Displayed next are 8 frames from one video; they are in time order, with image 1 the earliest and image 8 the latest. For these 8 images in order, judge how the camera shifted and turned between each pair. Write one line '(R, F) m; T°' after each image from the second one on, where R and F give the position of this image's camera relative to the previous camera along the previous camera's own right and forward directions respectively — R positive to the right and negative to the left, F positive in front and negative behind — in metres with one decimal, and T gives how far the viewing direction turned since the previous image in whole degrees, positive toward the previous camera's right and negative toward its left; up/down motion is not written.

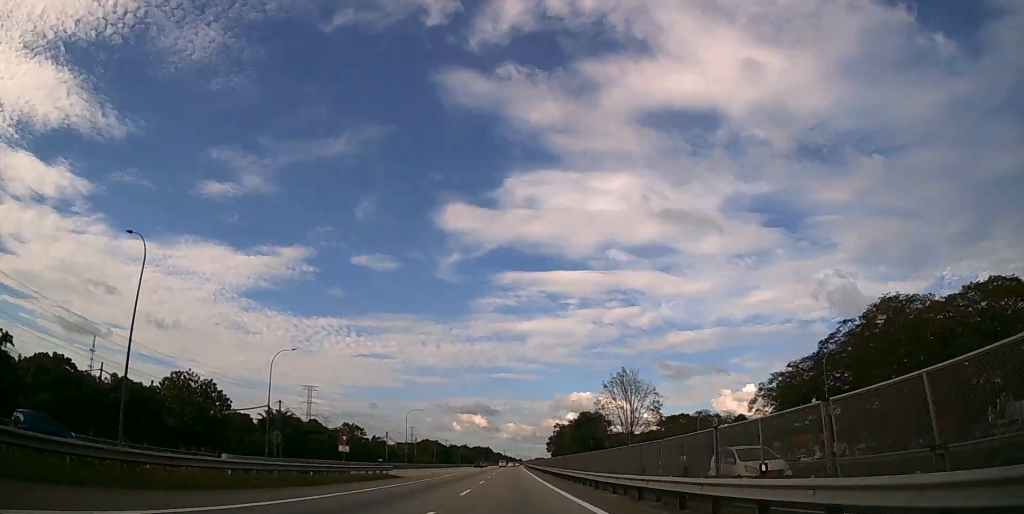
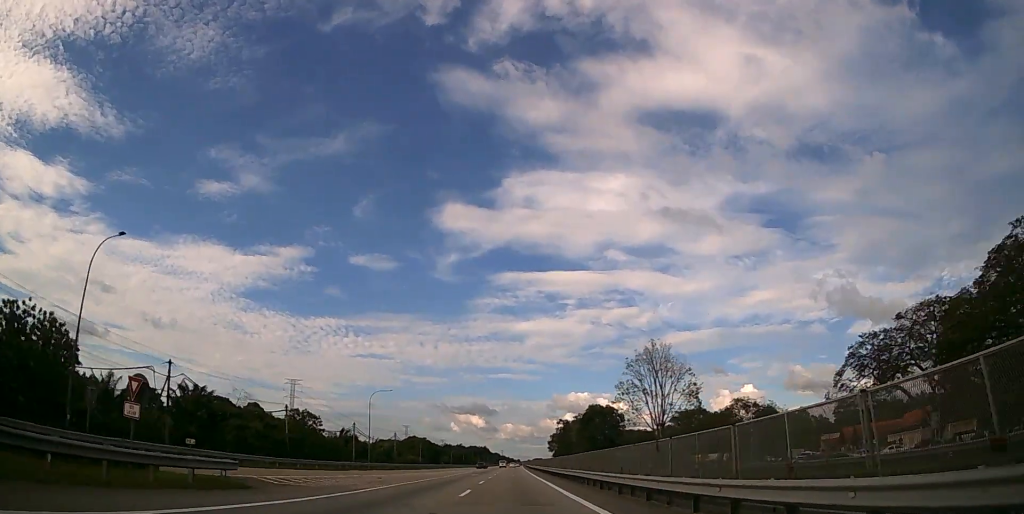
(0.0, +24.8) m; 0°
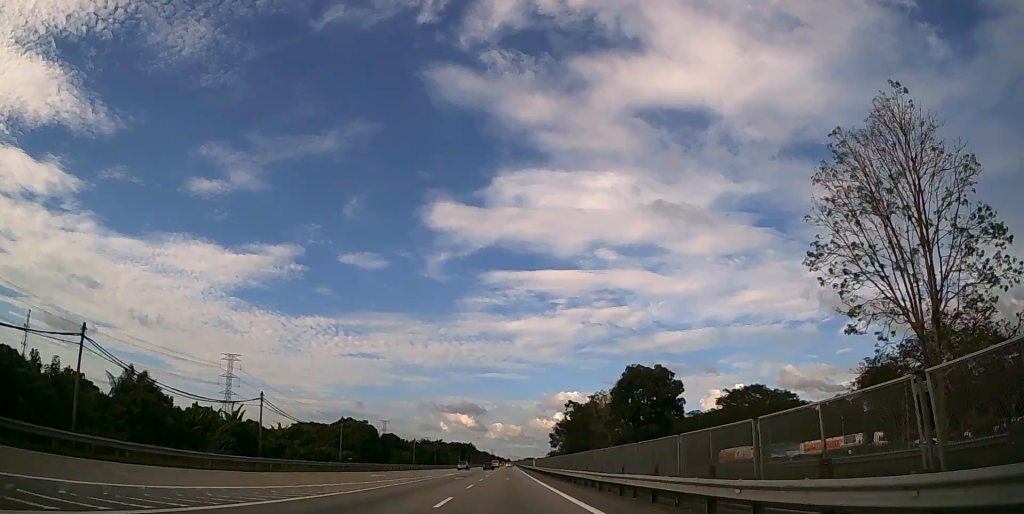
(+0.3, +65.5) m; +1°
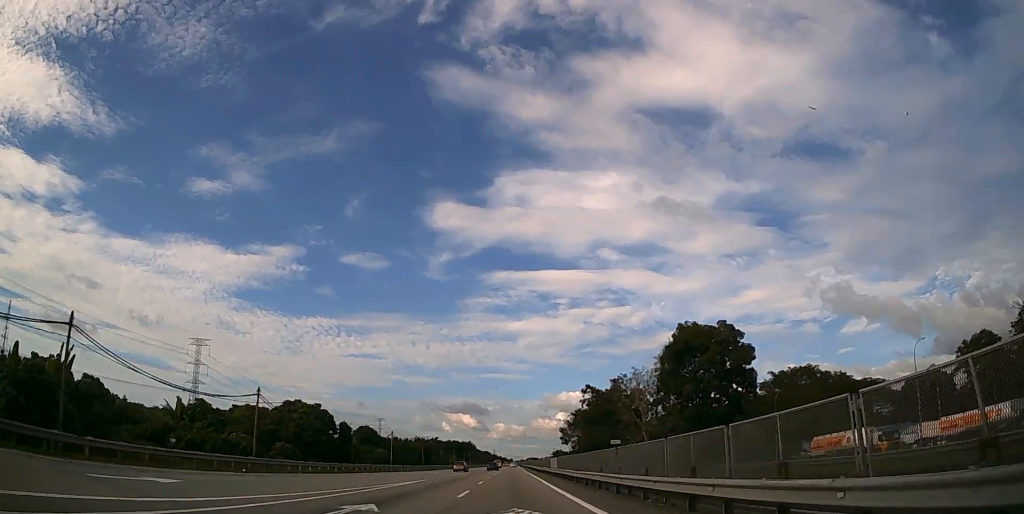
(+0.1, +31.0) m; 0°
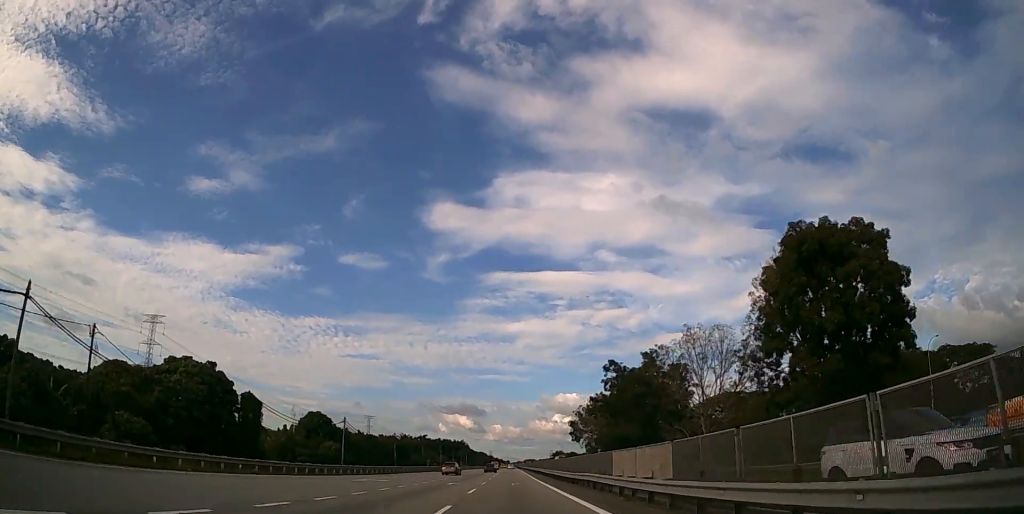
(0.0, +32.2) m; 0°
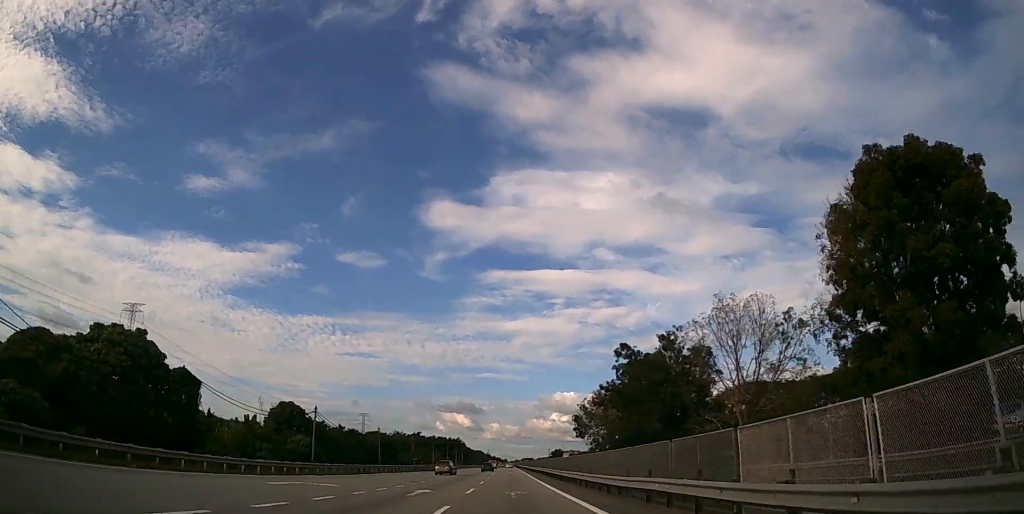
(0.0, +11.9) m; 0°
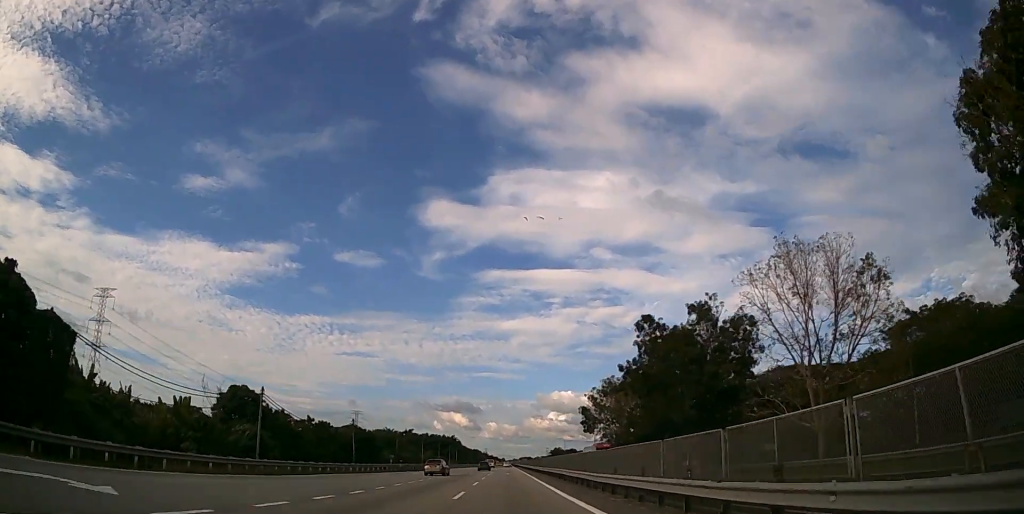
(0.0, +15.6) m; 0°
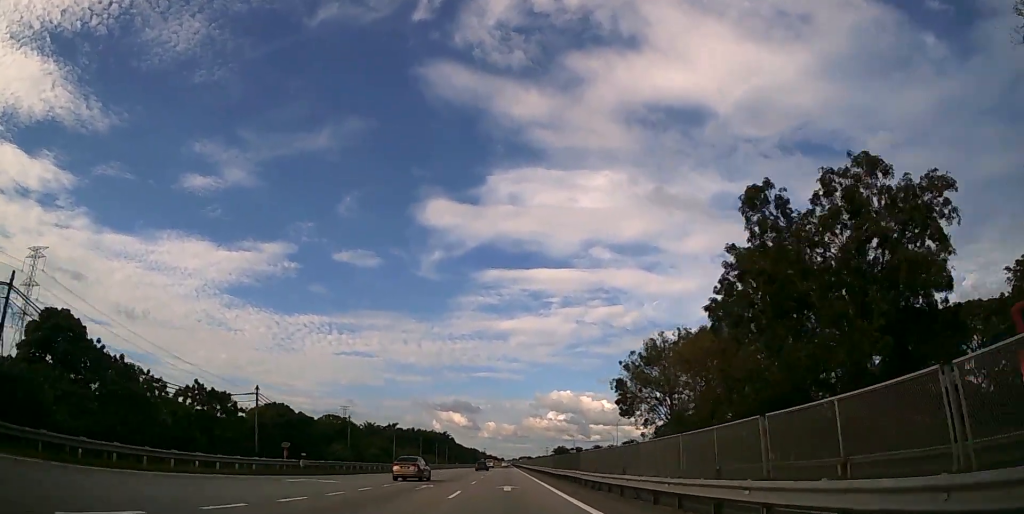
(+0.2, +33.8) m; 0°
